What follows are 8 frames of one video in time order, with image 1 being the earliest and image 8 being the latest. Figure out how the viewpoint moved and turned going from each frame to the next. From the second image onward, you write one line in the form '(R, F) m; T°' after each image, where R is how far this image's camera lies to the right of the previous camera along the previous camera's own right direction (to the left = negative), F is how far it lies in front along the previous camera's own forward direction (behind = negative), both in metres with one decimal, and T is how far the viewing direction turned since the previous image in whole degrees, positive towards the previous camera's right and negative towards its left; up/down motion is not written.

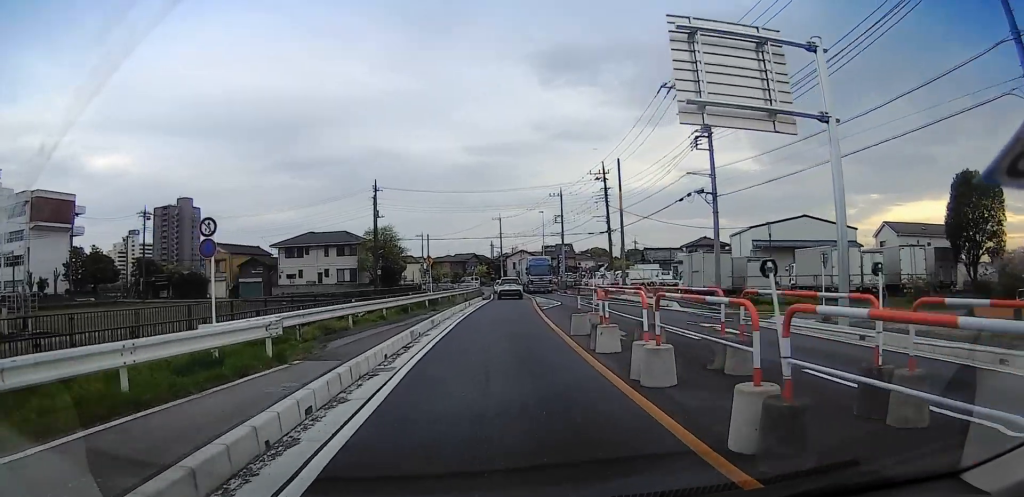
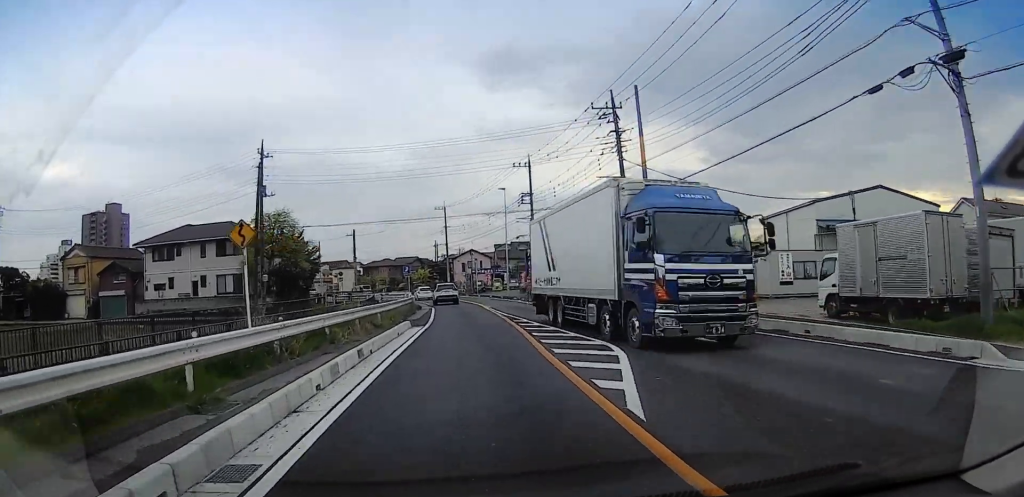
(+0.4, +23.4) m; +4°
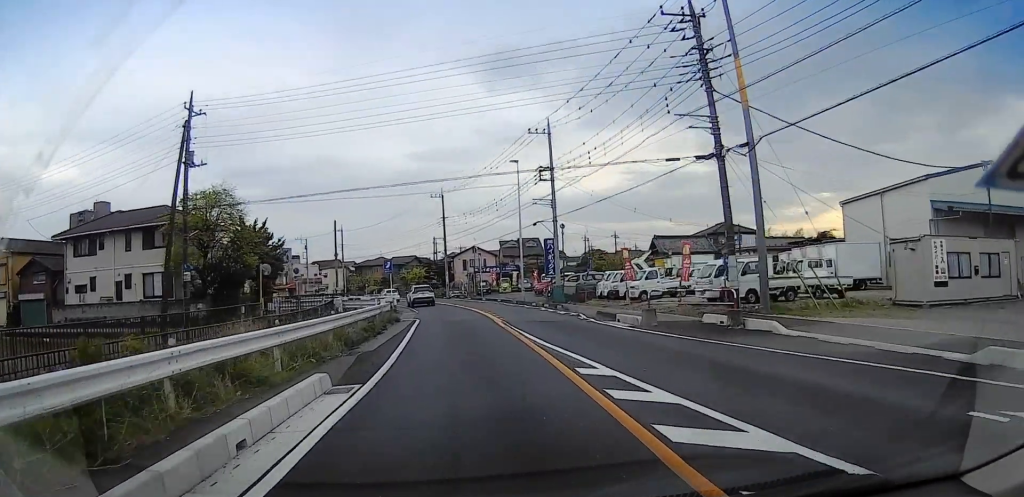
(+0.5, +12.8) m; +2°
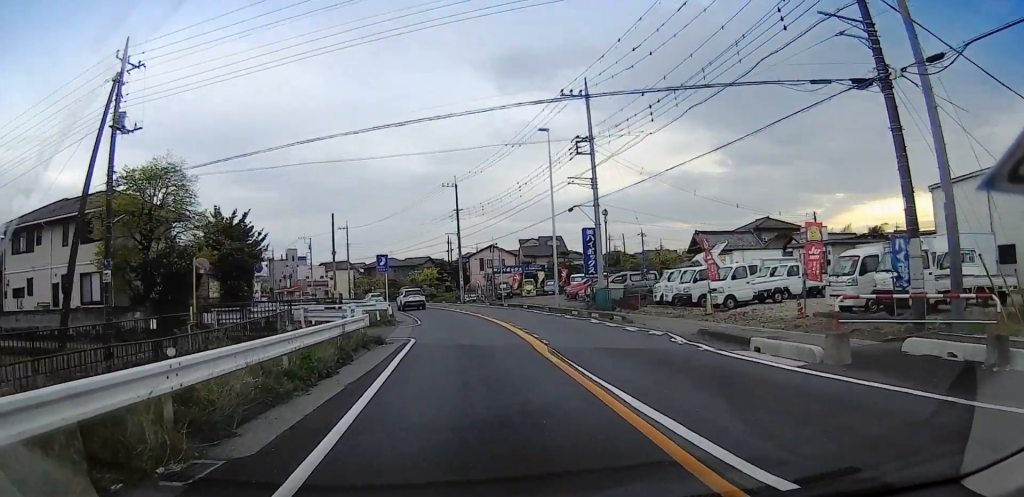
(0.0, +9.3) m; 0°
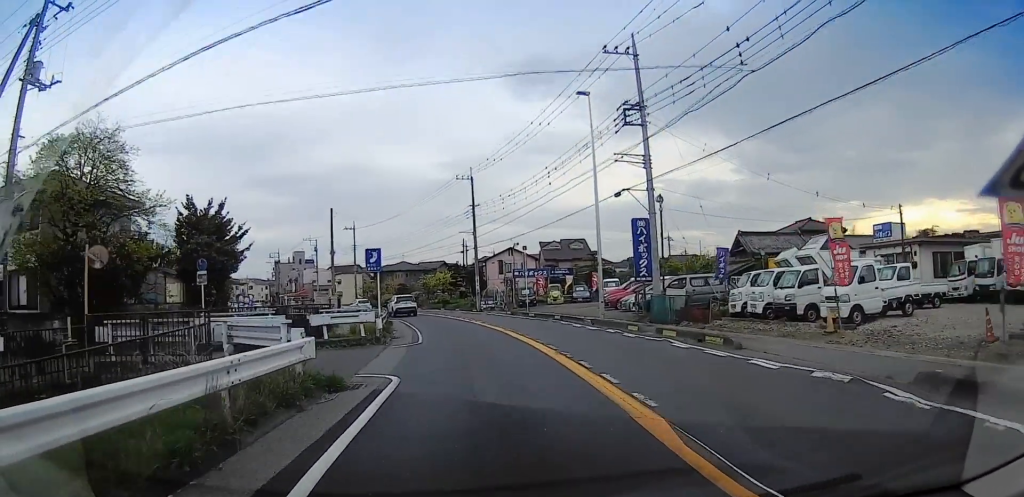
(-0.2, +8.6) m; +1°
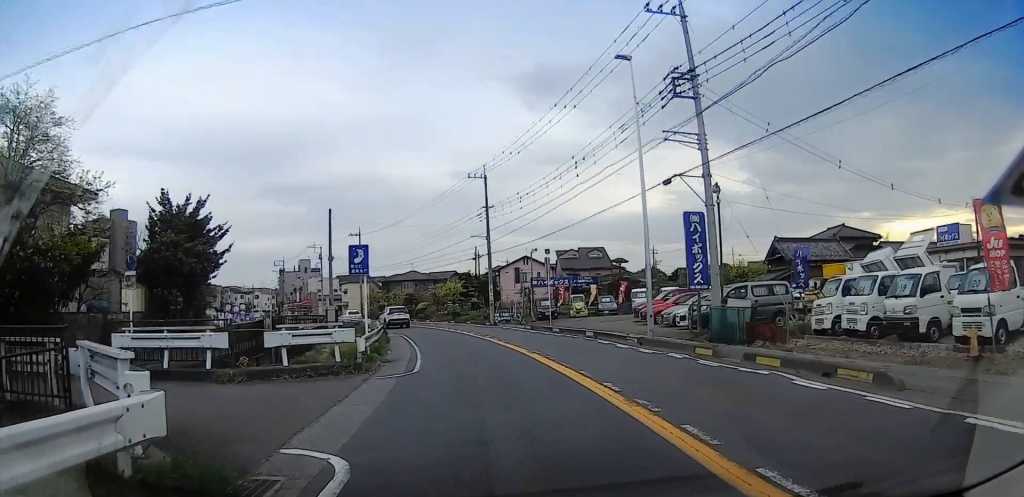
(+0.2, +5.7) m; 0°
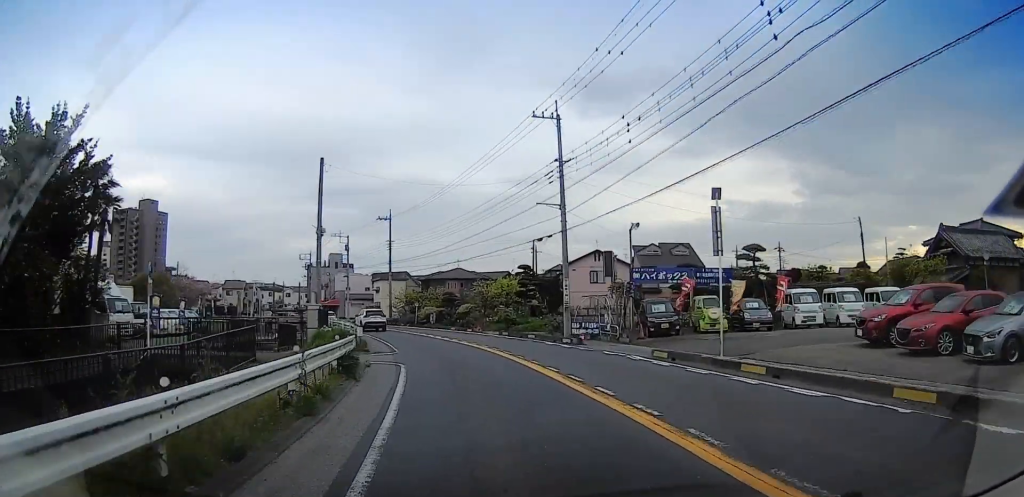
(-0.6, +18.3) m; -7°
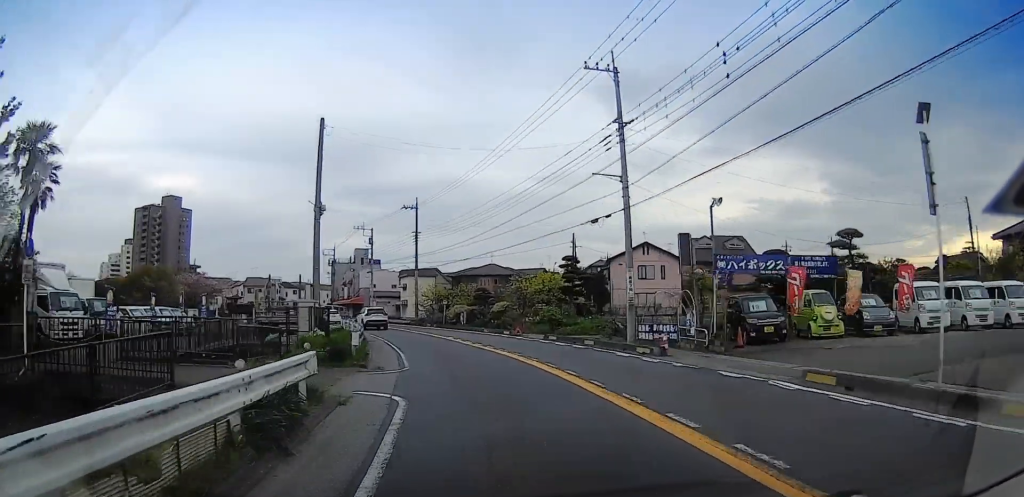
(-0.1, +6.4) m; 0°
